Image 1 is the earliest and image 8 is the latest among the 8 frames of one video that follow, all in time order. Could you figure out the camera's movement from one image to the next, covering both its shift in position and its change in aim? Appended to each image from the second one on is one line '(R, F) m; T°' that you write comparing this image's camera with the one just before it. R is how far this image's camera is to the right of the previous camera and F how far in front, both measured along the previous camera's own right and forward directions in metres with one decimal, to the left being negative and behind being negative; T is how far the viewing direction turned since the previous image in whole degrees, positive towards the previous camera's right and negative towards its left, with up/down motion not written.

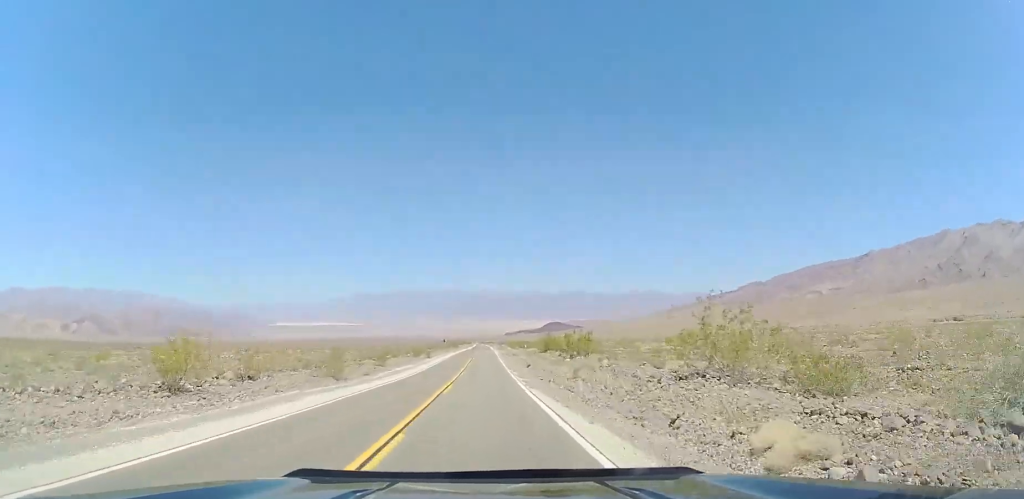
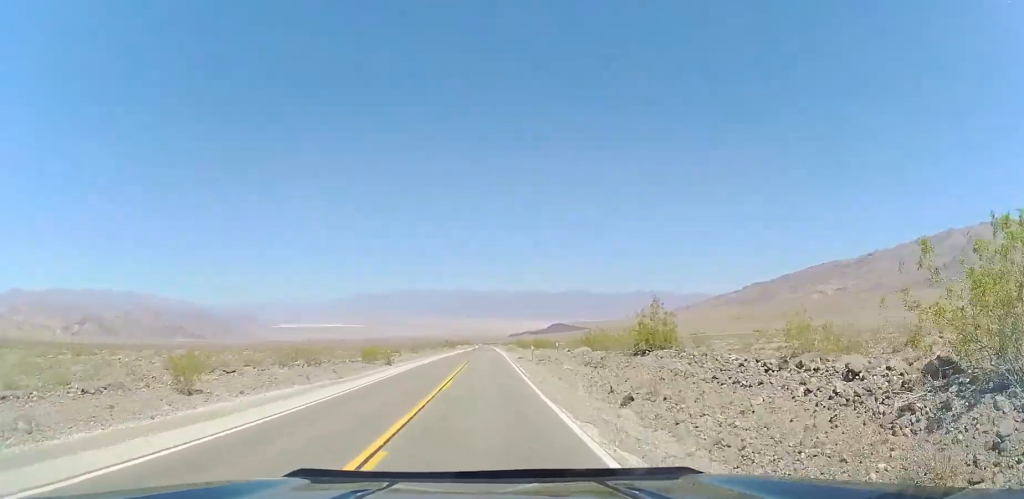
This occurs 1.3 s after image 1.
(-0.3, +31.3) m; -1°
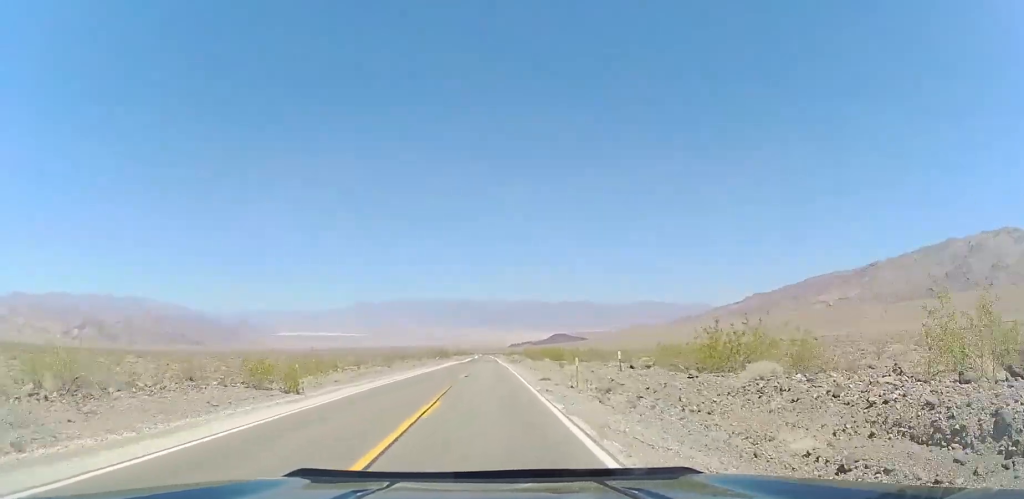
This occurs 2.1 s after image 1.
(0.0, +20.7) m; +1°
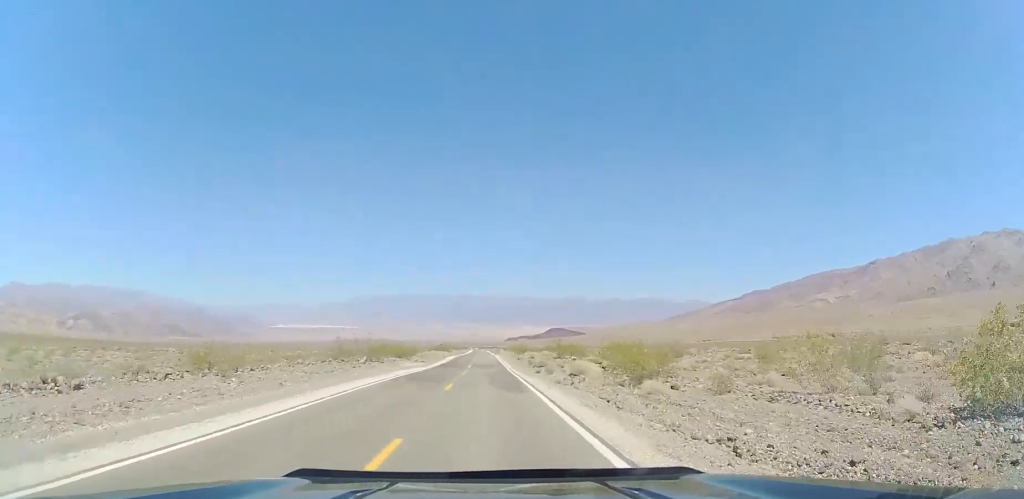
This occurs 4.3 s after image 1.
(-0.3, +55.0) m; 0°
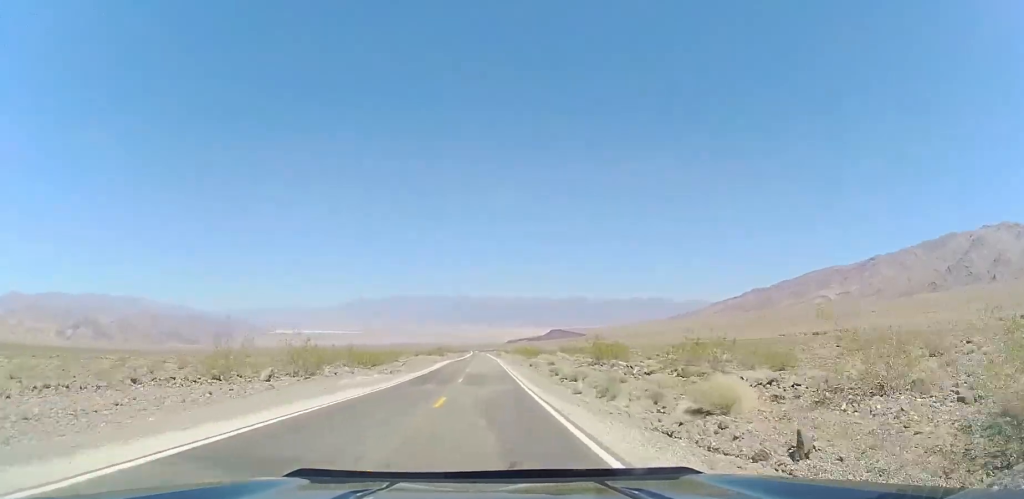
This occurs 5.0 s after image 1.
(+0.3, +18.4) m; 0°
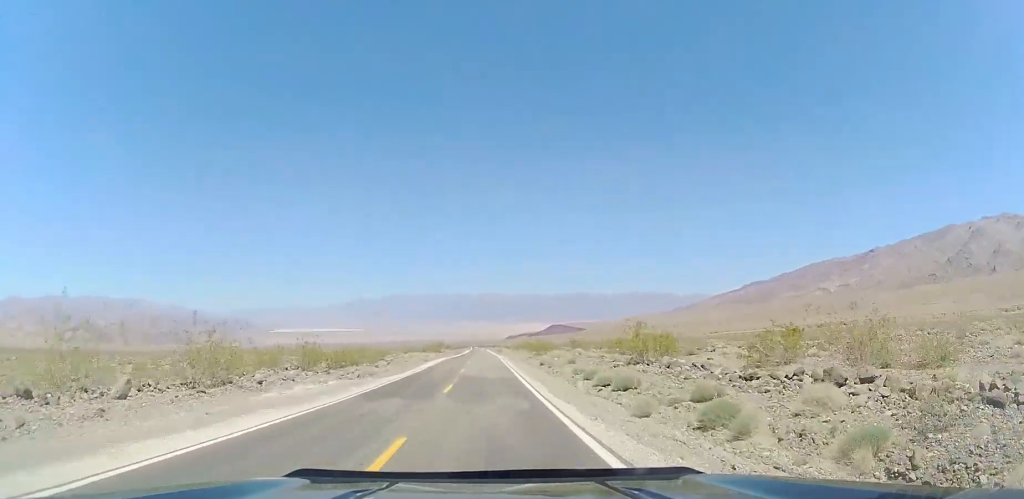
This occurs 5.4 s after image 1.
(-0.1, +10.1) m; 0°
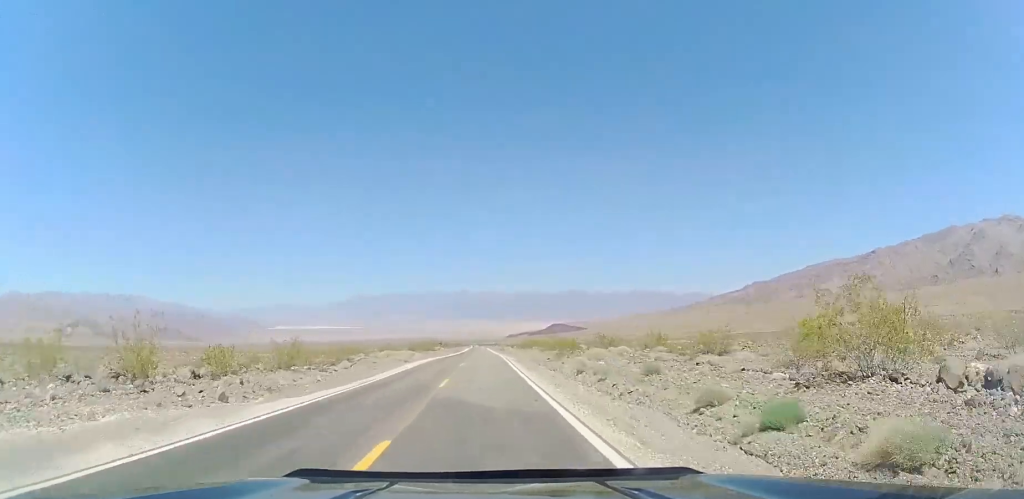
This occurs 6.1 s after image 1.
(-0.3, +16.1) m; 0°
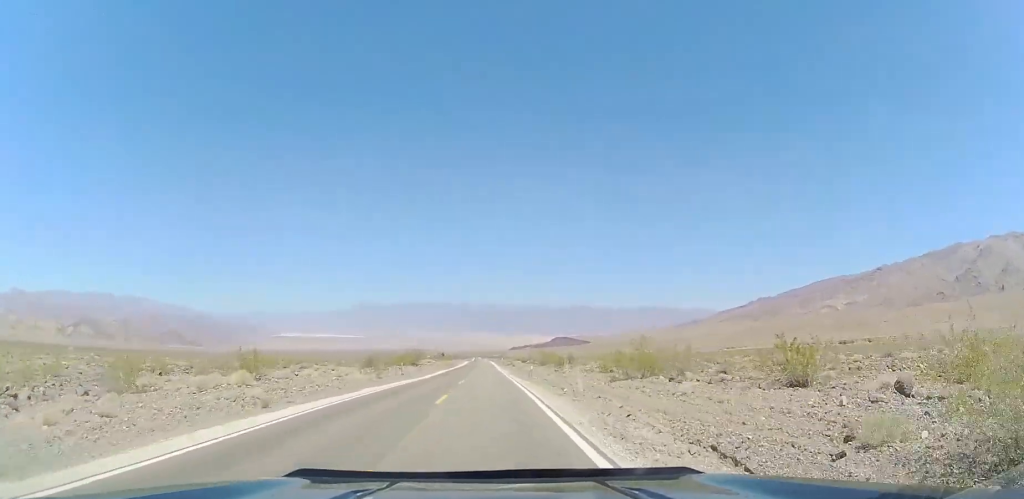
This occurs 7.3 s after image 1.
(+0.3, +31.8) m; 0°
